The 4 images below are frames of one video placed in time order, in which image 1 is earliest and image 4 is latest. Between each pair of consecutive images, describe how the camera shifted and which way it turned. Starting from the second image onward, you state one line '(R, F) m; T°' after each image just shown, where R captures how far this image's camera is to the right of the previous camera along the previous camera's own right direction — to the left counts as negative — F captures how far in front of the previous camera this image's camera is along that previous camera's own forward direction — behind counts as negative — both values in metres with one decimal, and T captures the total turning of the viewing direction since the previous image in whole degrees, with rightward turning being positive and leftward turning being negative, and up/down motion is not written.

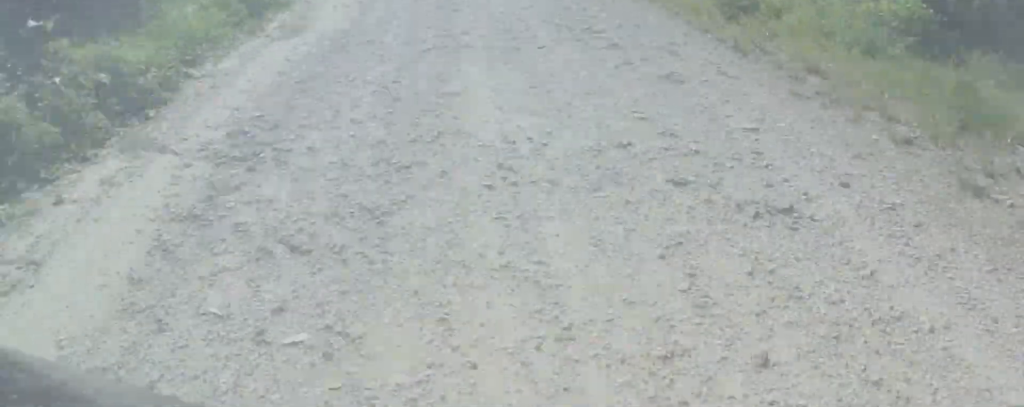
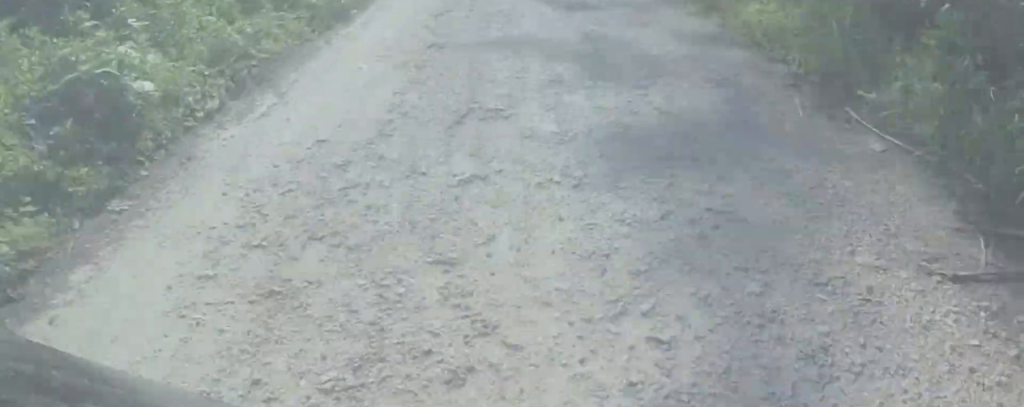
(-0.8, +25.9) m; 0°
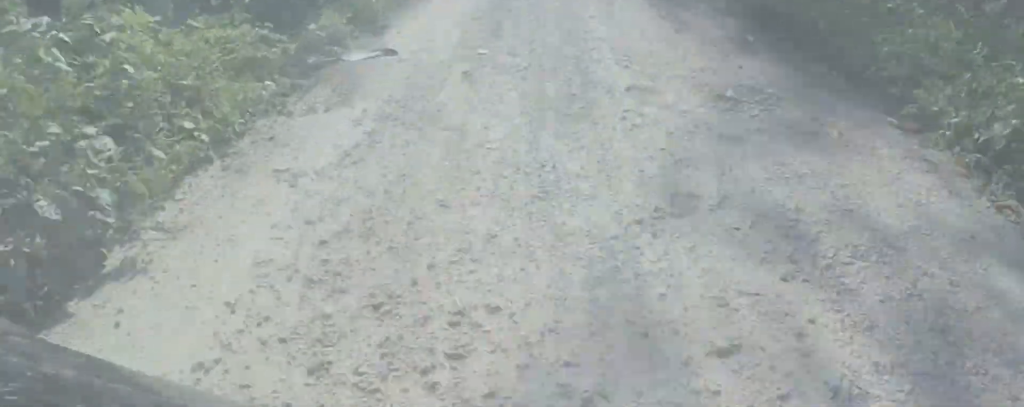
(-0.4, +12.6) m; 0°
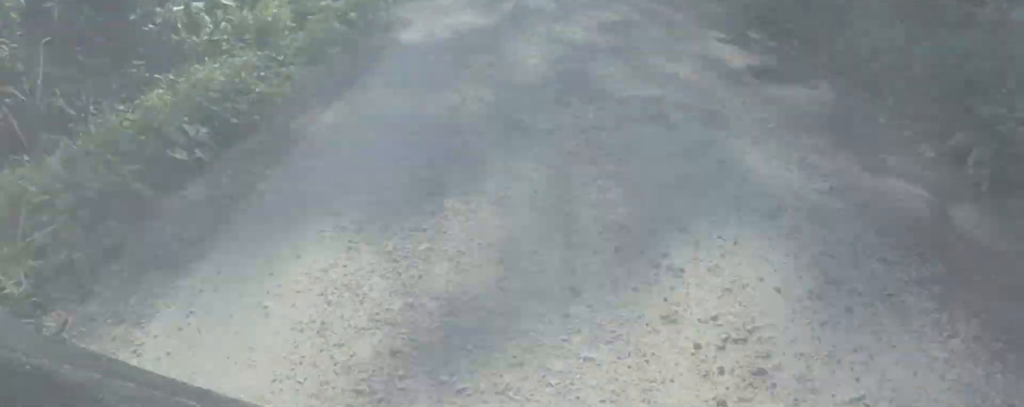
(-0.2, +8.9) m; 0°
